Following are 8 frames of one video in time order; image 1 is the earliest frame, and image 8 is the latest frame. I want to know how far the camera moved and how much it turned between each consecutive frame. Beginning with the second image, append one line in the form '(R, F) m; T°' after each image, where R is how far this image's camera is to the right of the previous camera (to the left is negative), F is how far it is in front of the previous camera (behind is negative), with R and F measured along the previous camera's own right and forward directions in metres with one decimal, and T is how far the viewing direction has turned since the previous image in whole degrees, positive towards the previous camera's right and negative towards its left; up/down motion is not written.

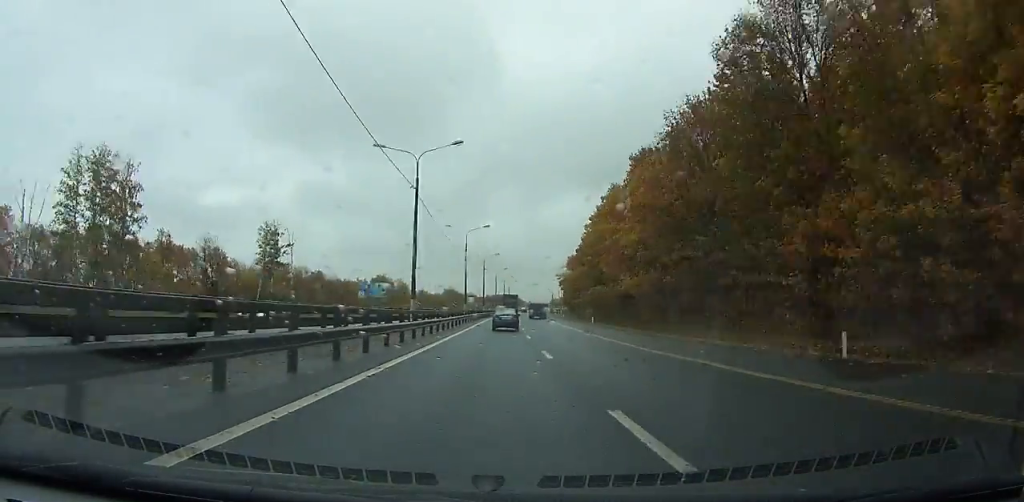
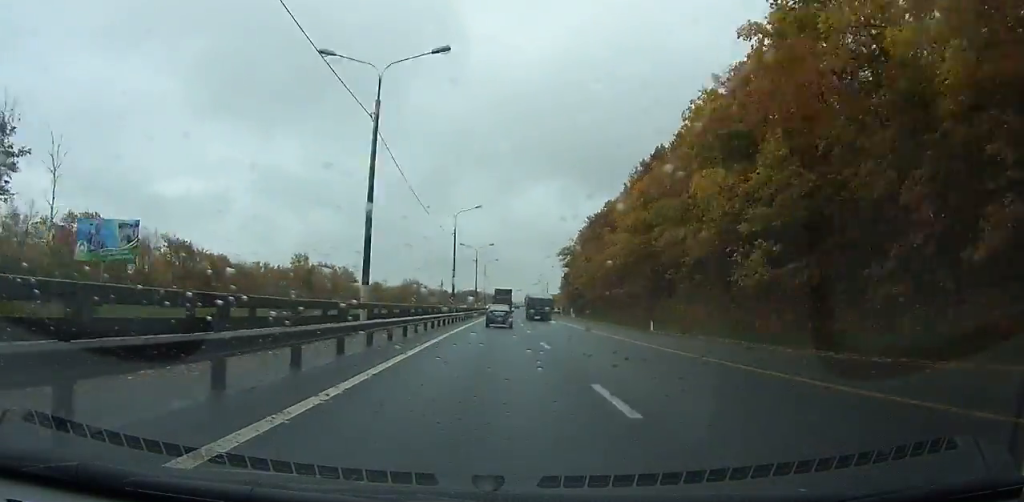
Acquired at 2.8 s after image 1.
(+1.8, +78.6) m; +3°
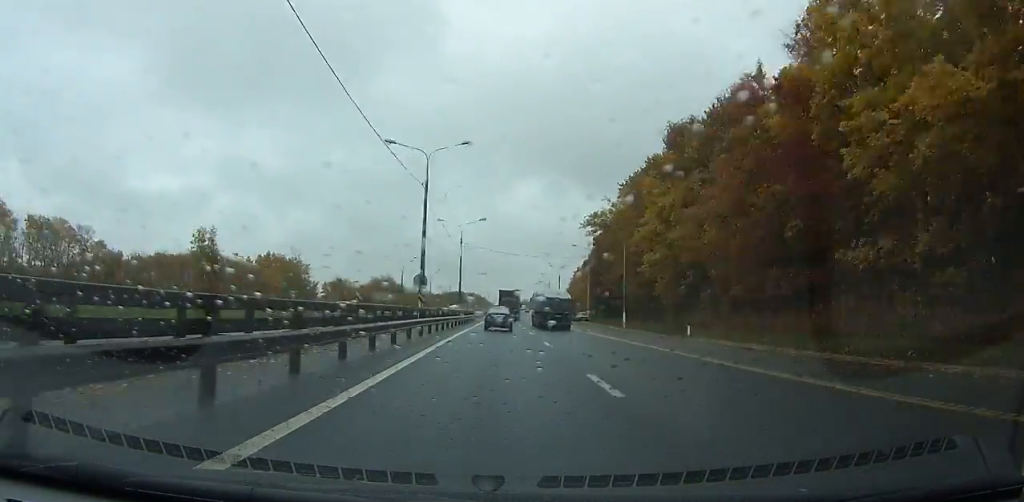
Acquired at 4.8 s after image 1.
(+0.7, +55.2) m; +2°
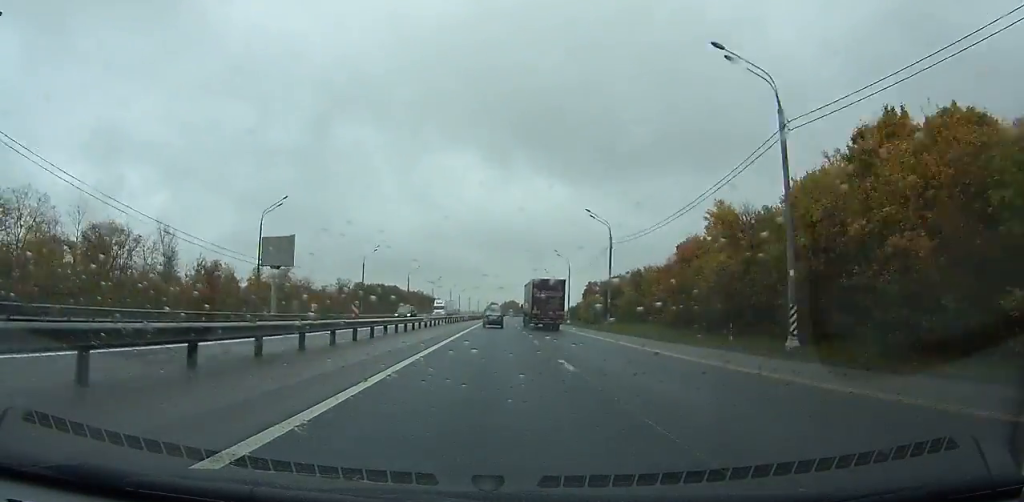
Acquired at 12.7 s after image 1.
(+8.1, +211.8) m; +4°
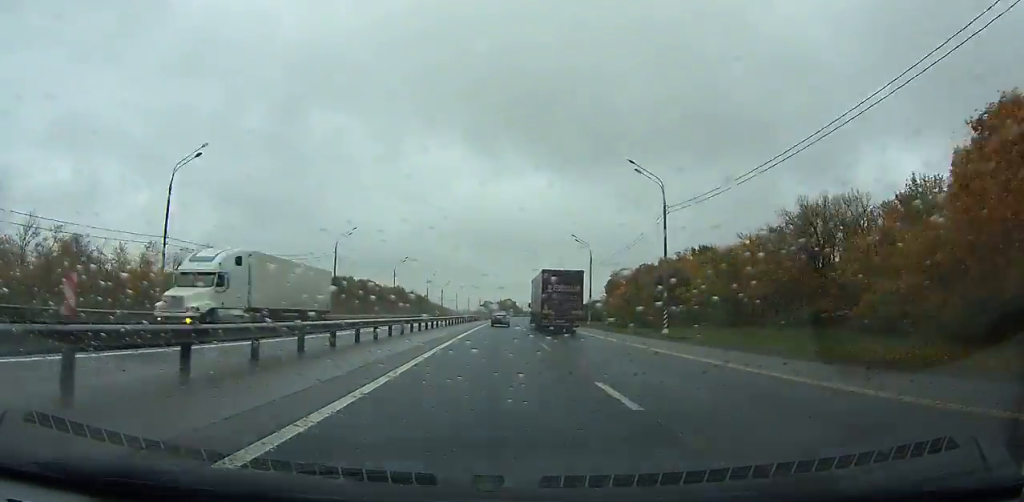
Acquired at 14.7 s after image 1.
(+0.3, +54.5) m; +1°
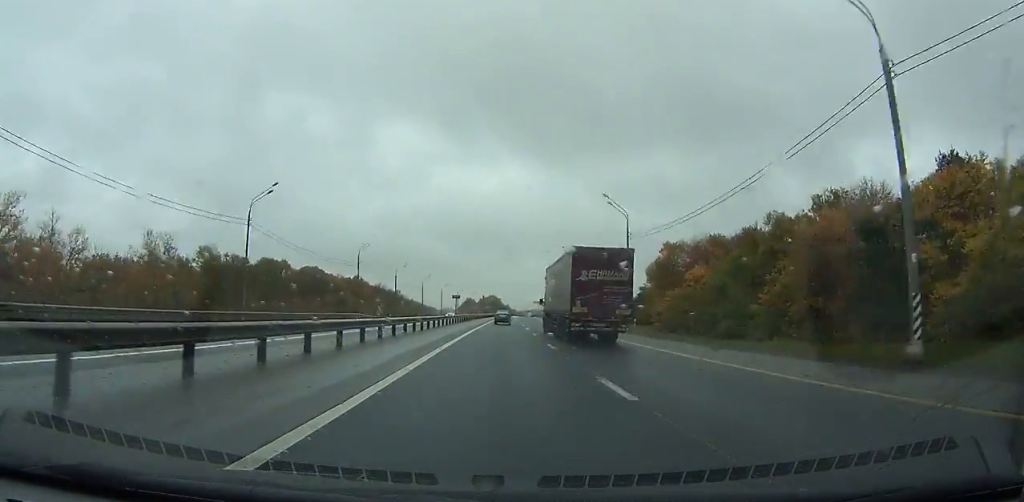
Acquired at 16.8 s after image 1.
(+0.1, +58.2) m; +1°
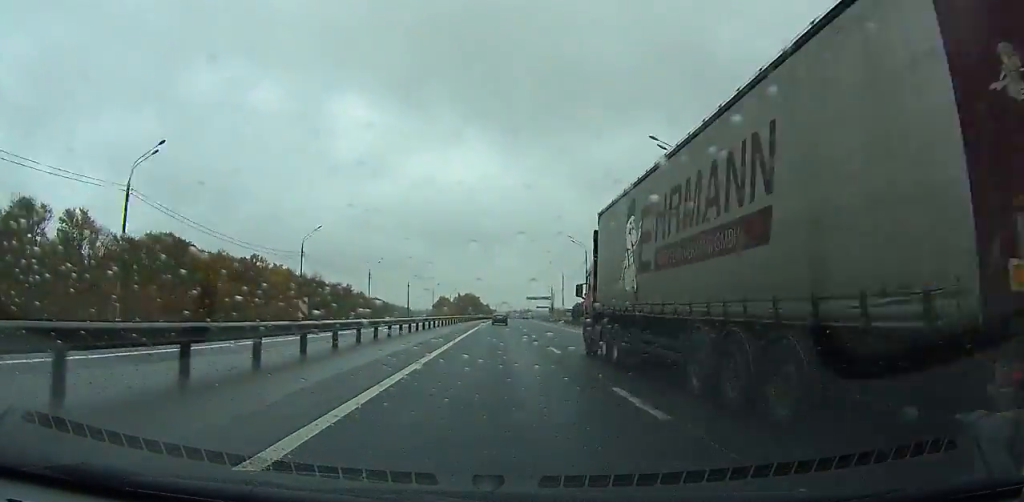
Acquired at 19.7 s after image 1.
(+1.3, +83.4) m; +2°
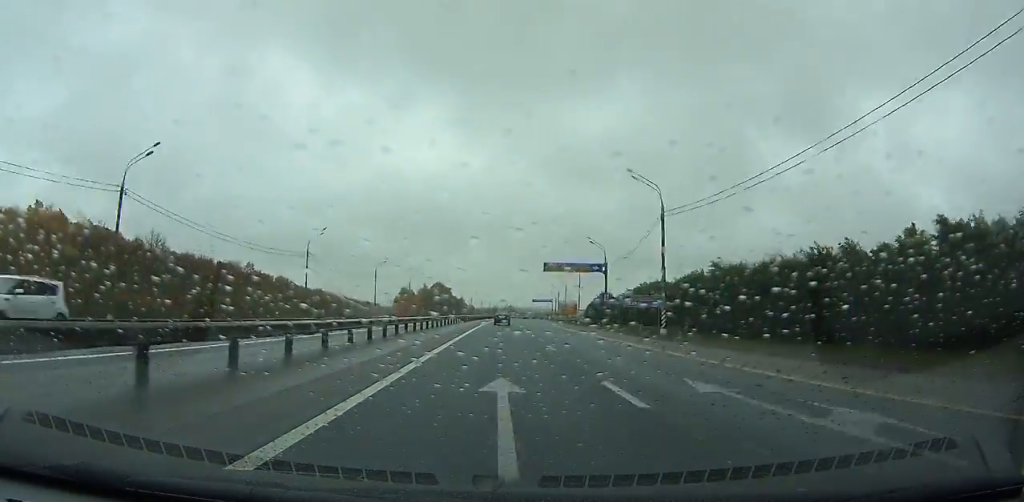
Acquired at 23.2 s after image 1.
(+2.6, +104.9) m; +2°
